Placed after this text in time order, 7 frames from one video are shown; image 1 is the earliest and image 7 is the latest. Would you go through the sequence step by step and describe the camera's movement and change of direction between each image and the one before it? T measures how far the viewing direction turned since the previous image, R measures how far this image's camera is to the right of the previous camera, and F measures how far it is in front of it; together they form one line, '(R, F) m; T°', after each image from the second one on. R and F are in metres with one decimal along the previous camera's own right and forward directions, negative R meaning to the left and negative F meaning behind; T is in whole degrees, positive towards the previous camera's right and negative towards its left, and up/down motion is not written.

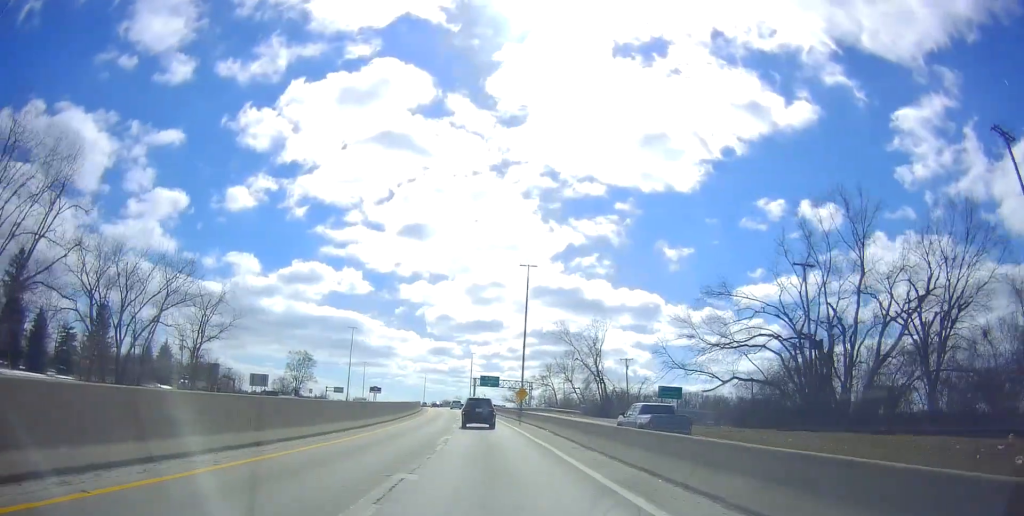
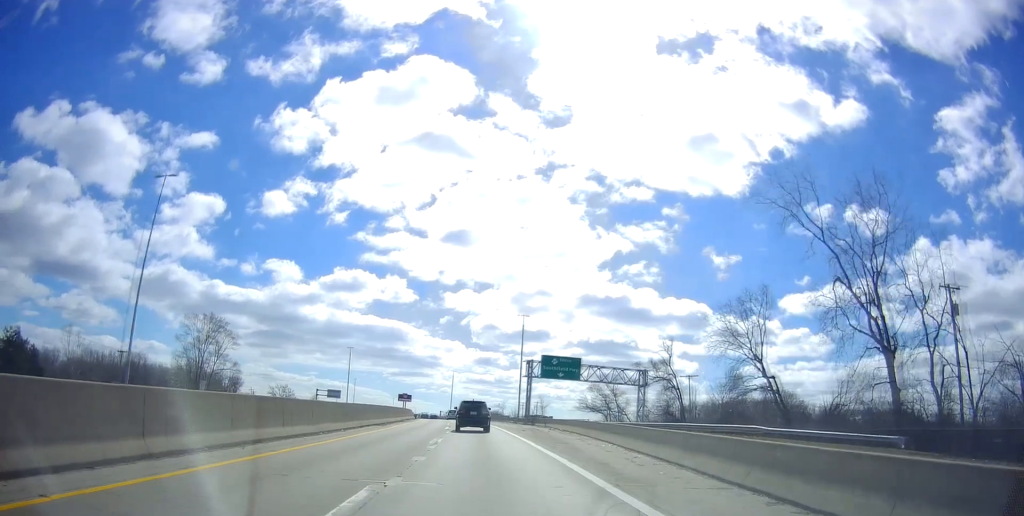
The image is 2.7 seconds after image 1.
(-2.1, +77.3) m; -4°
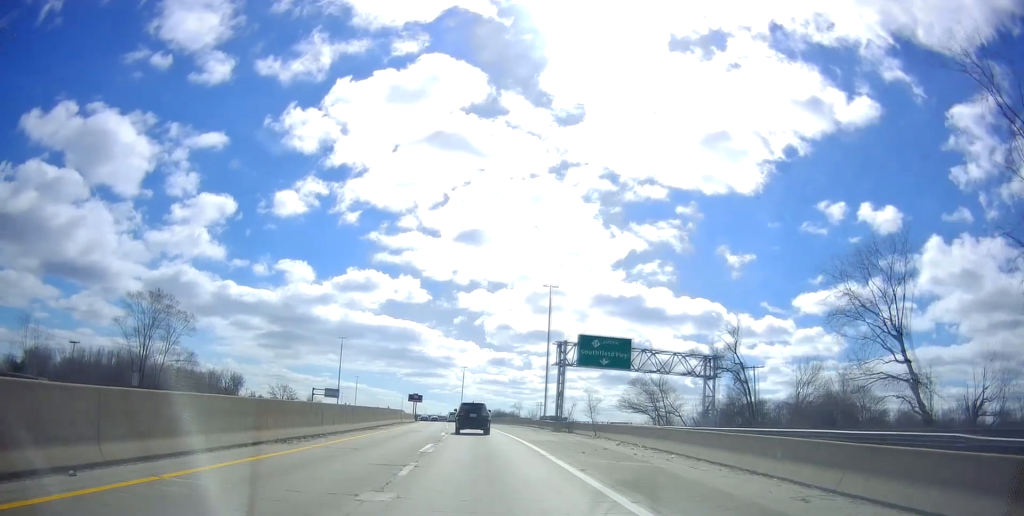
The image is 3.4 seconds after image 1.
(-0.1, +19.7) m; -1°
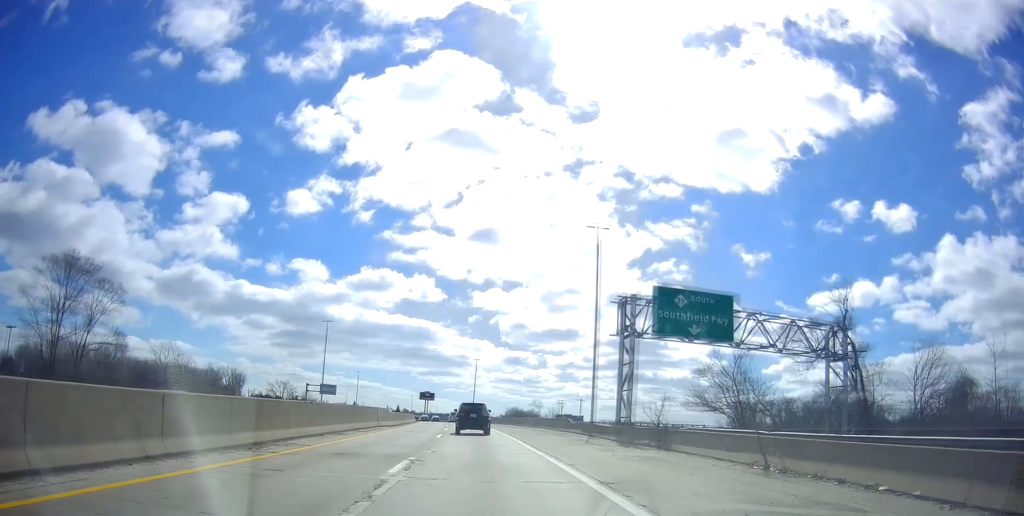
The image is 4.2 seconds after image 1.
(-0.2, +20.4) m; -2°
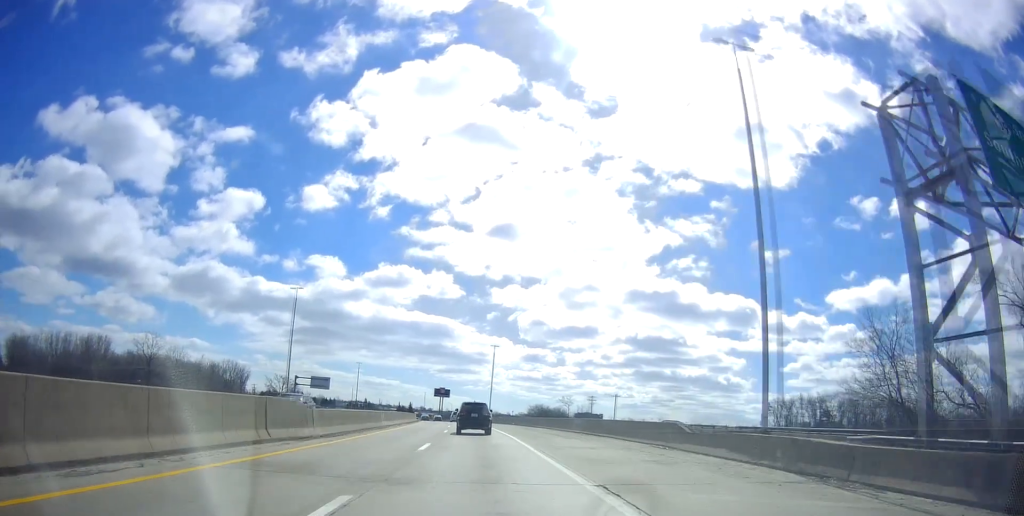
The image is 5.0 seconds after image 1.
(-0.6, +23.8) m; -1°
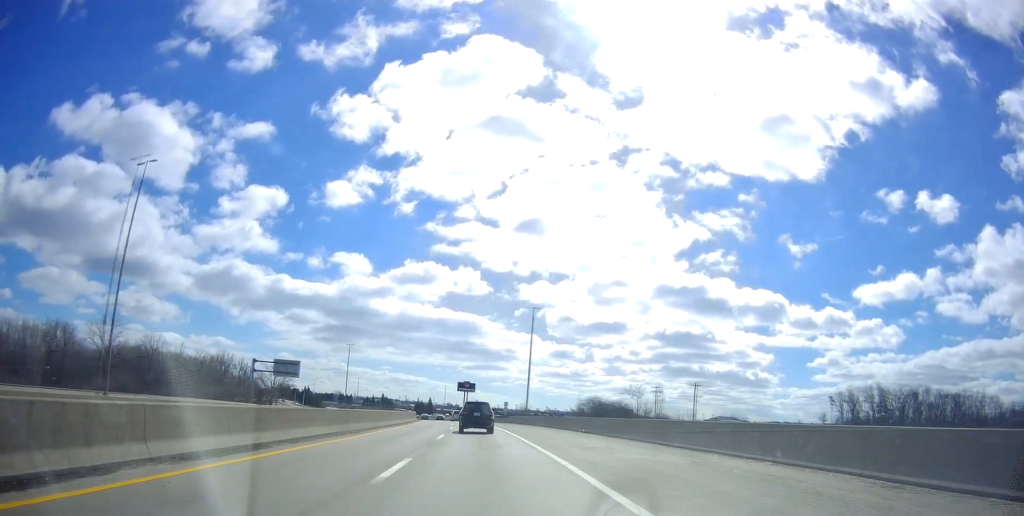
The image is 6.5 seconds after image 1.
(-0.6, +40.1) m; -2°
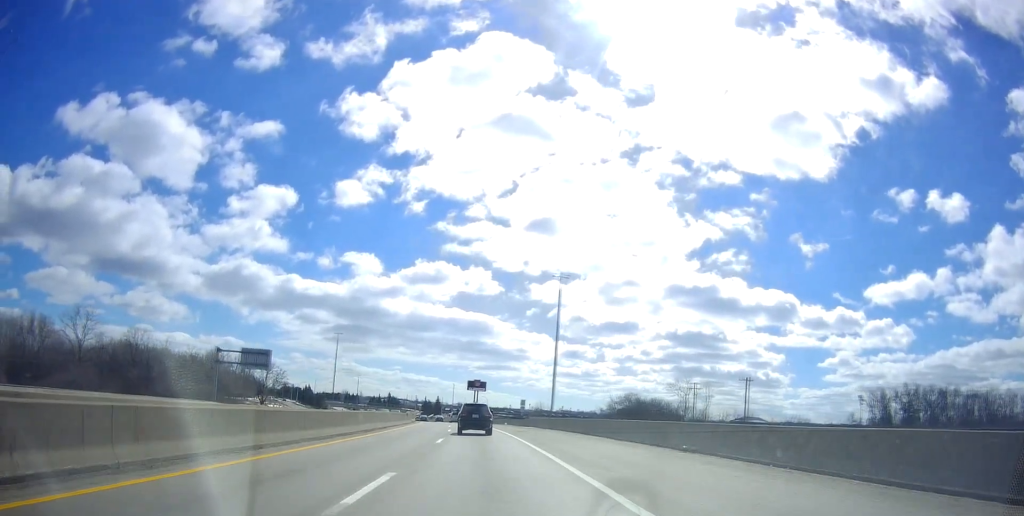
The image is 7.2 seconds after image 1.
(-0.4, +18.1) m; -1°
